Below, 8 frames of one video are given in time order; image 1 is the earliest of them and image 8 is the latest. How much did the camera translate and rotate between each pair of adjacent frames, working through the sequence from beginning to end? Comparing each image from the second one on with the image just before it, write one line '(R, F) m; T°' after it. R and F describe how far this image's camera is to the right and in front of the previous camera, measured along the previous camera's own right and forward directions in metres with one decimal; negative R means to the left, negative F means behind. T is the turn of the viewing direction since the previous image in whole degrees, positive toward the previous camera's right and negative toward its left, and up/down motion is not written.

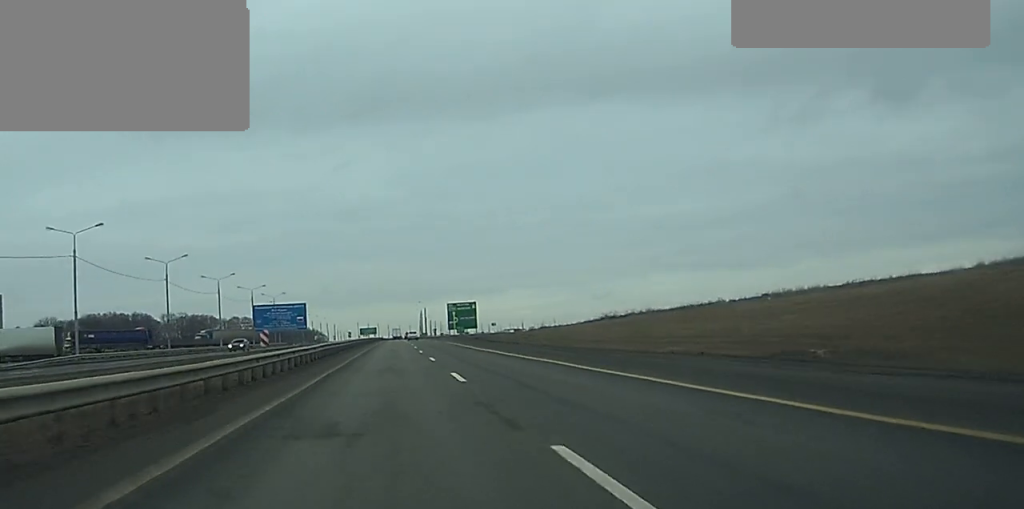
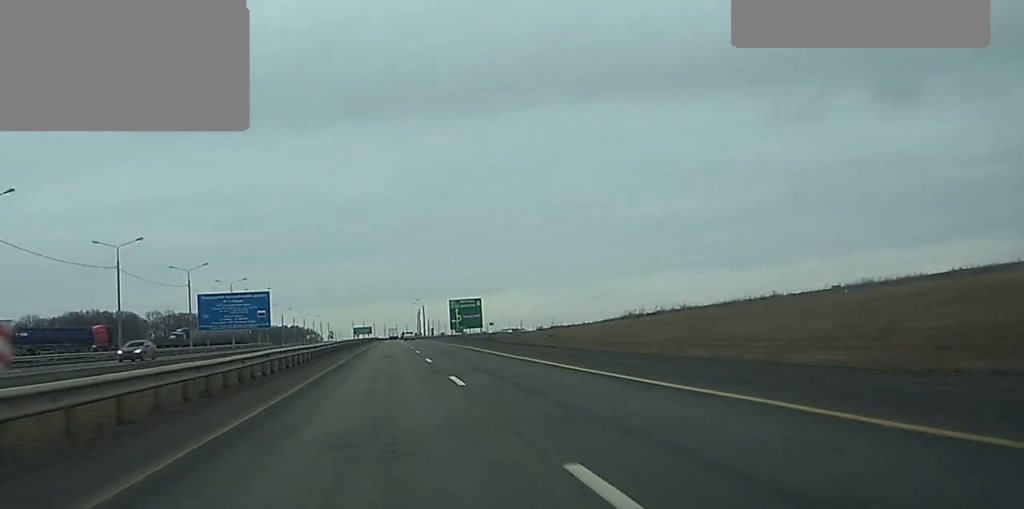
(0.0, +17.5) m; 0°
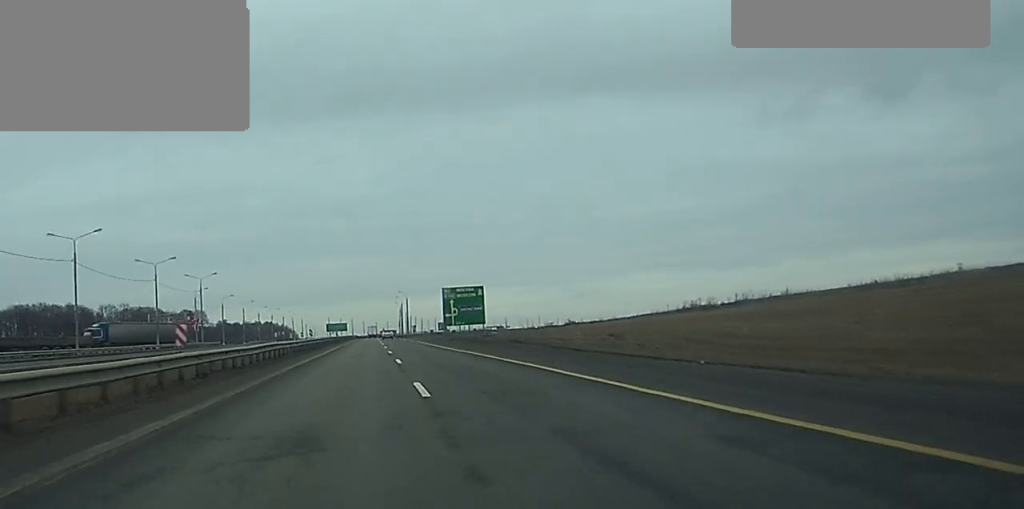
(+0.3, +36.0) m; +1°
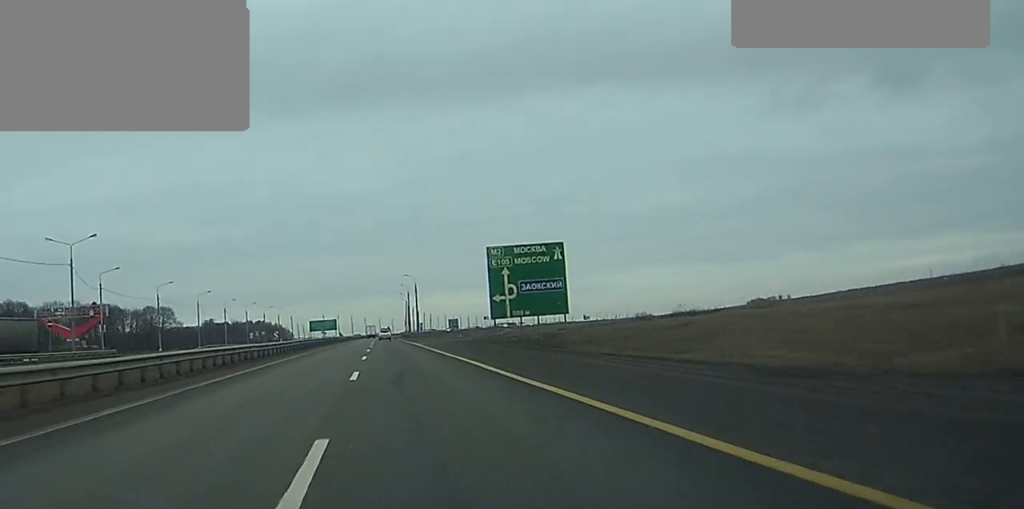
(+0.3, +58.3) m; 0°
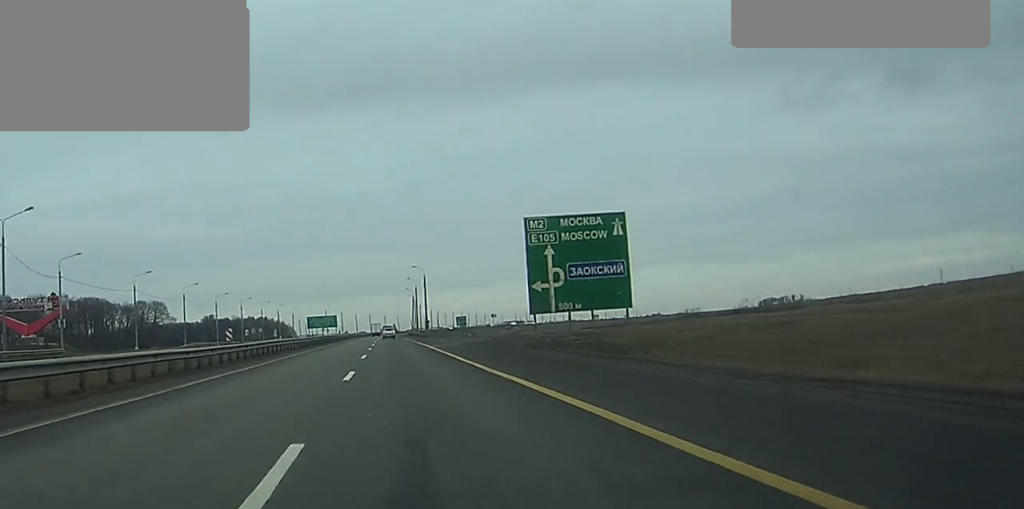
(-0.1, +16.4) m; 0°
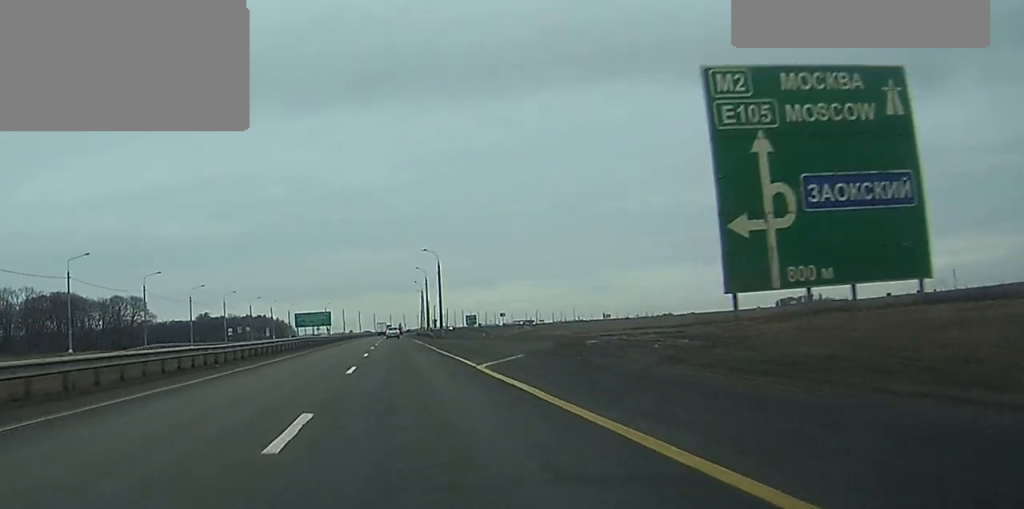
(0.0, +28.8) m; 0°
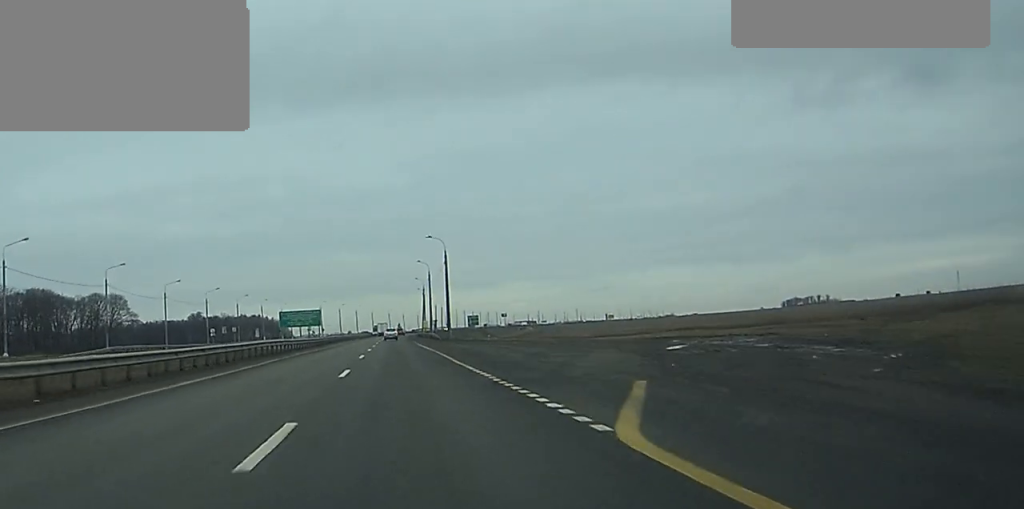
(-0.1, +17.2) m; 0°
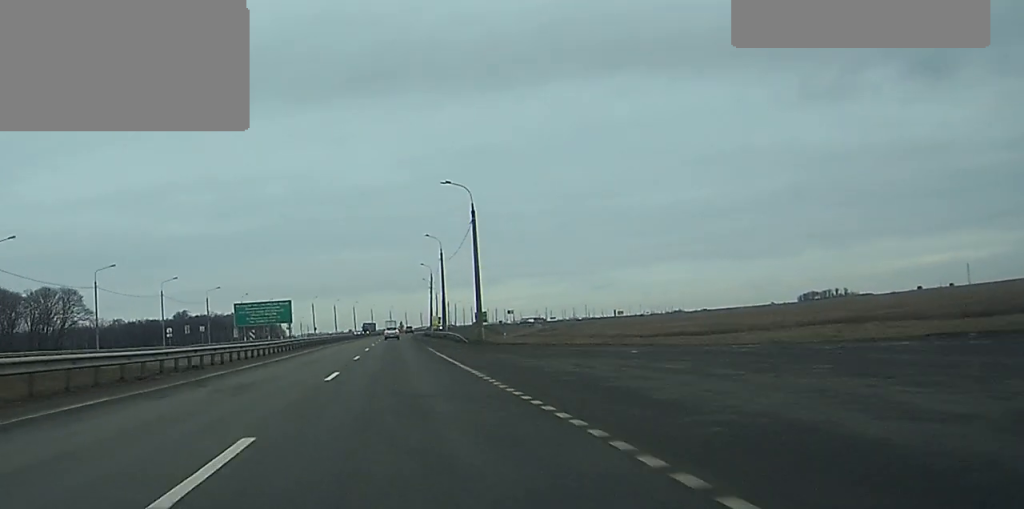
(-0.1, +34.1) m; 0°
